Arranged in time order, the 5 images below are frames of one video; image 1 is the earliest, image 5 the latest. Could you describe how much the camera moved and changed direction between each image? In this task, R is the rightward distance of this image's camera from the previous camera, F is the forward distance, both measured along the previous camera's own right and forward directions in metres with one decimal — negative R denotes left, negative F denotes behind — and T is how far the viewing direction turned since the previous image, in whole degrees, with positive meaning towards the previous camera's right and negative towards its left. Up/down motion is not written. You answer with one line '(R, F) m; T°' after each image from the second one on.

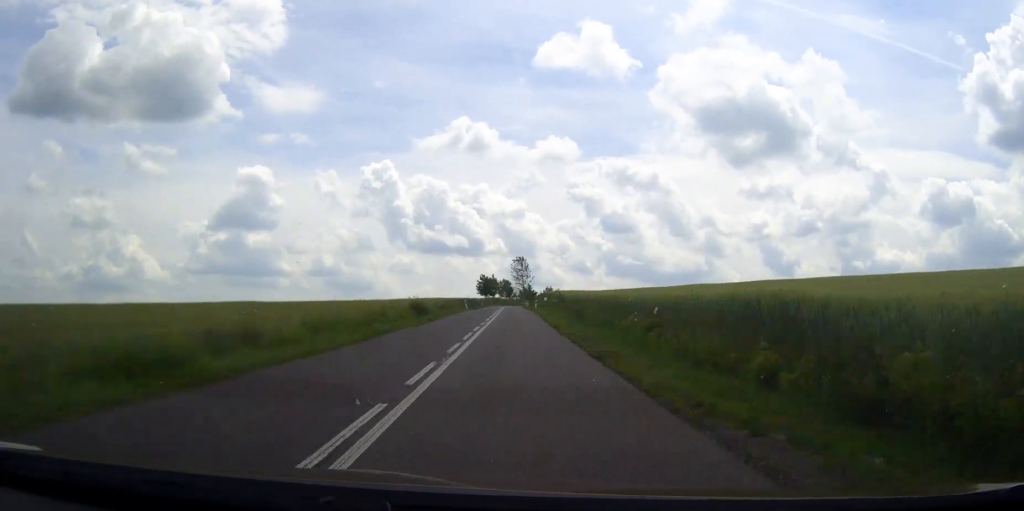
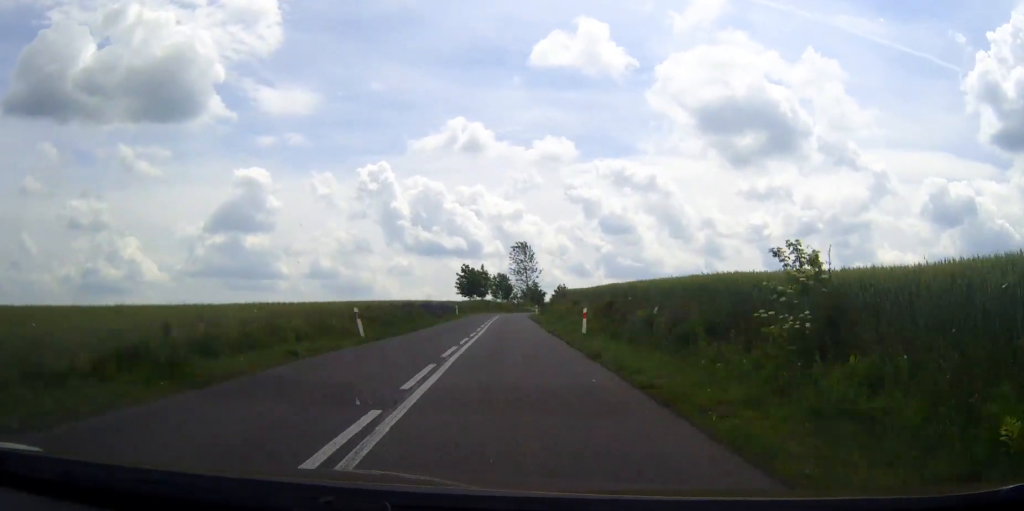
(-0.1, +57.5) m; +1°
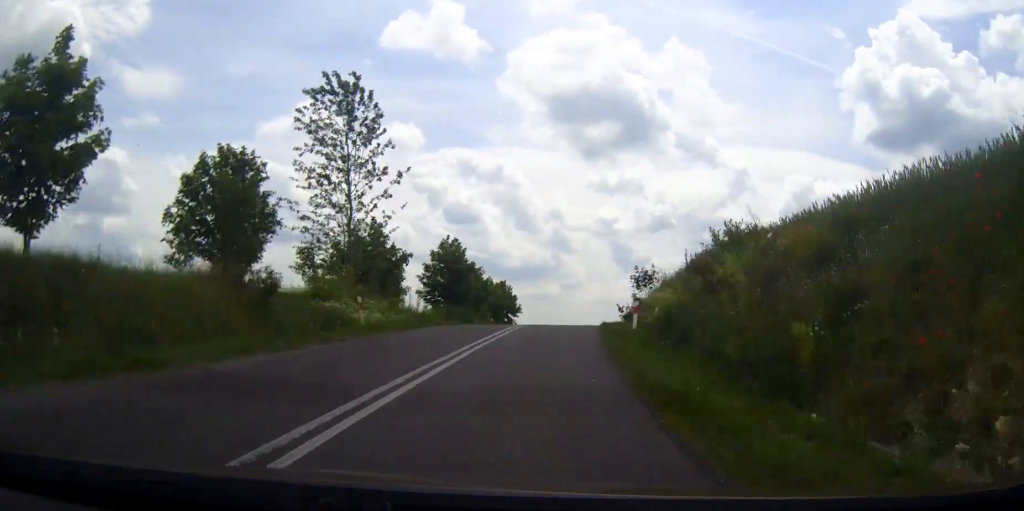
(+8.2, +98.8) m; +11°
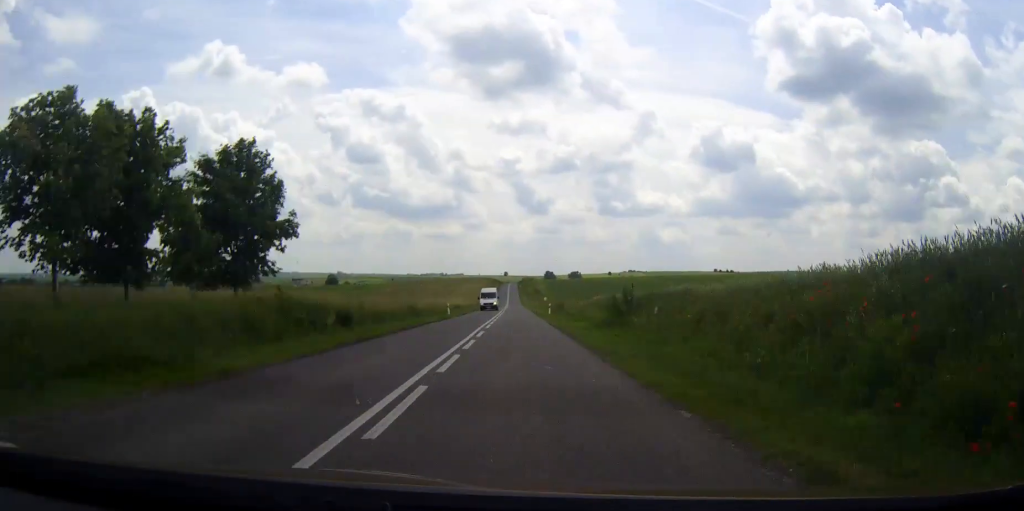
(+4.8, +62.5) m; +5°
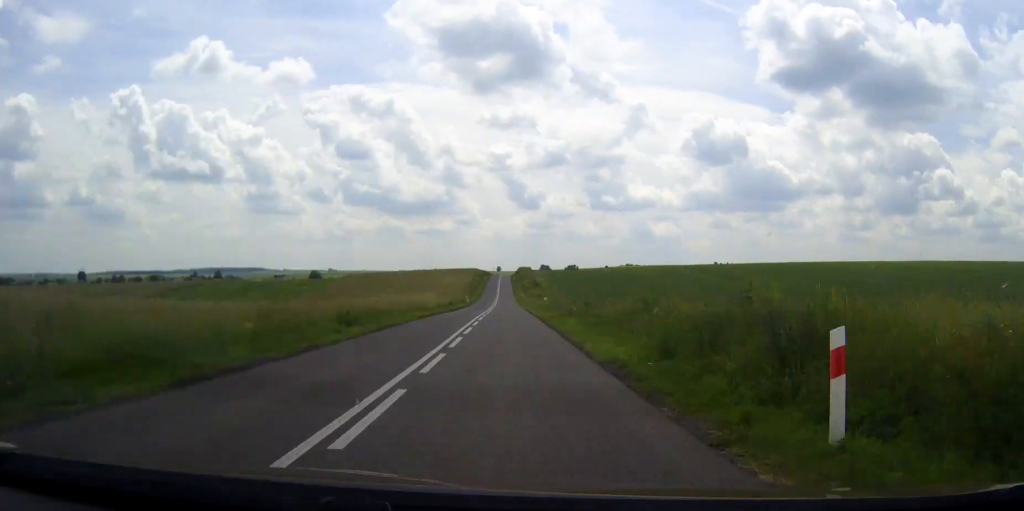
(+1.0, +57.2) m; +1°
